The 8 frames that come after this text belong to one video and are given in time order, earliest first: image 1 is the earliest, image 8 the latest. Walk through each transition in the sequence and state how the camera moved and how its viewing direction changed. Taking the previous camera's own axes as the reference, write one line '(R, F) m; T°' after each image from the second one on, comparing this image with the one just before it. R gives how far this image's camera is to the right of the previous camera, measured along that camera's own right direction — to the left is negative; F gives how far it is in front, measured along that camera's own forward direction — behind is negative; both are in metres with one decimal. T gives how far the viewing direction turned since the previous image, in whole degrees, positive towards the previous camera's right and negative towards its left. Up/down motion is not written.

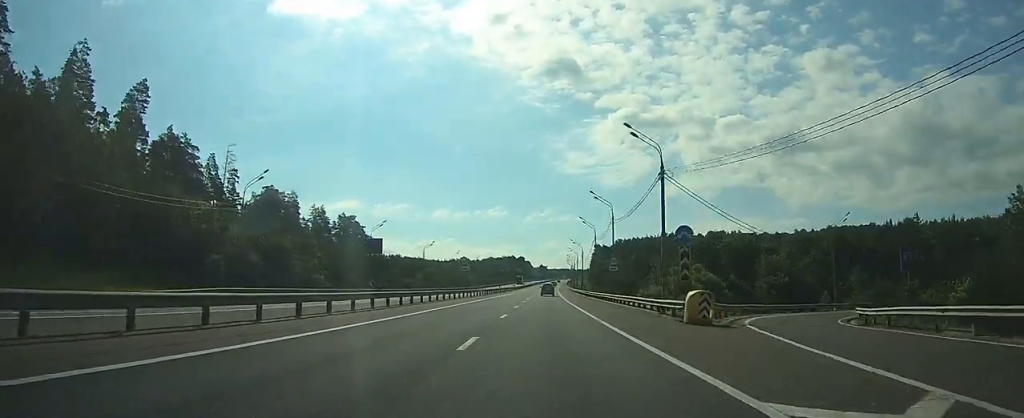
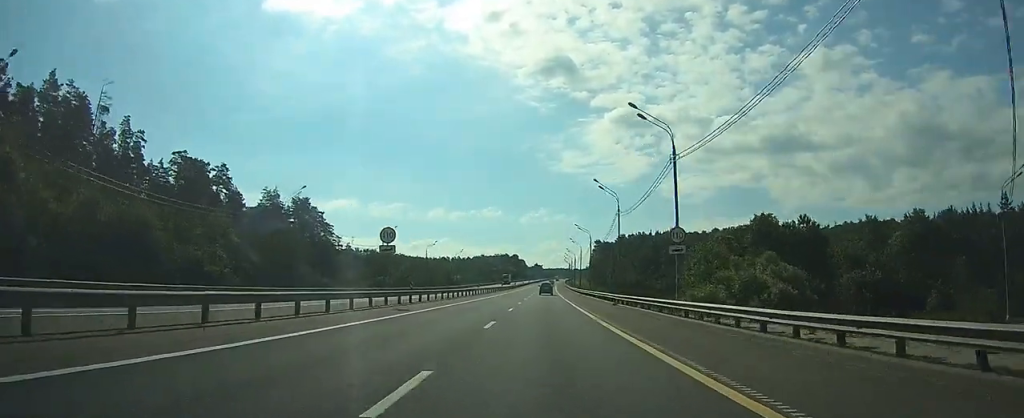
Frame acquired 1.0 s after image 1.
(+0.1, +29.5) m; 0°
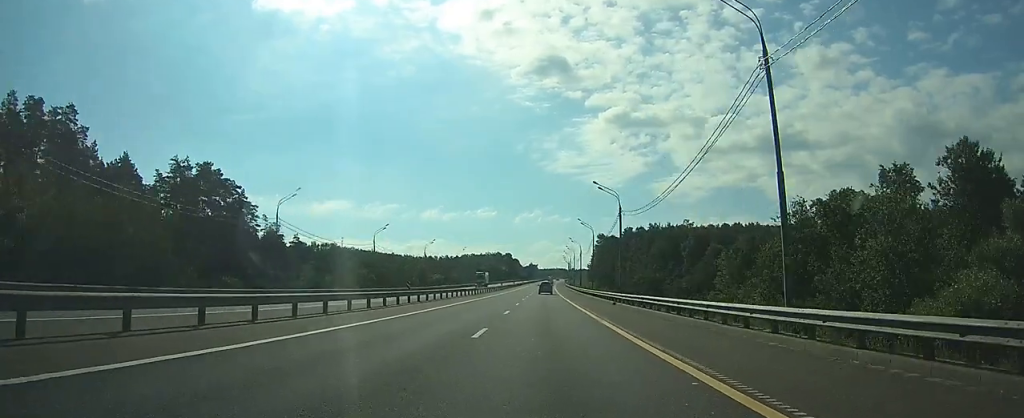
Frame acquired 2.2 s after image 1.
(+0.2, +38.6) m; +1°
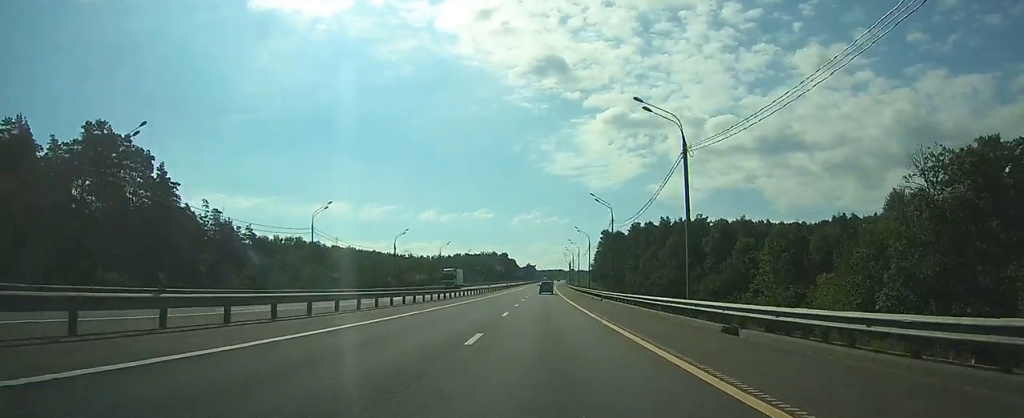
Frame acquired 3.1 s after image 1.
(+0.2, +25.4) m; +1°
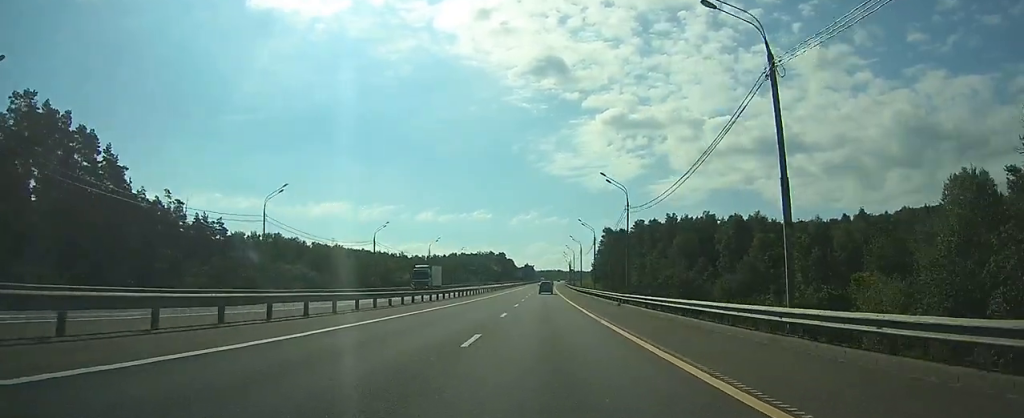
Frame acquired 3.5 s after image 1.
(0.0, +12.2) m; 0°
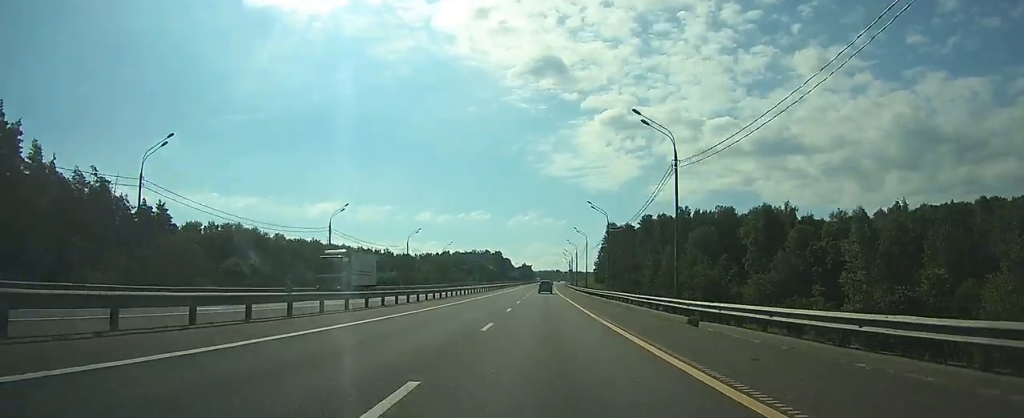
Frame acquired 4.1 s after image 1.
(0.0, +19.3) m; 0°
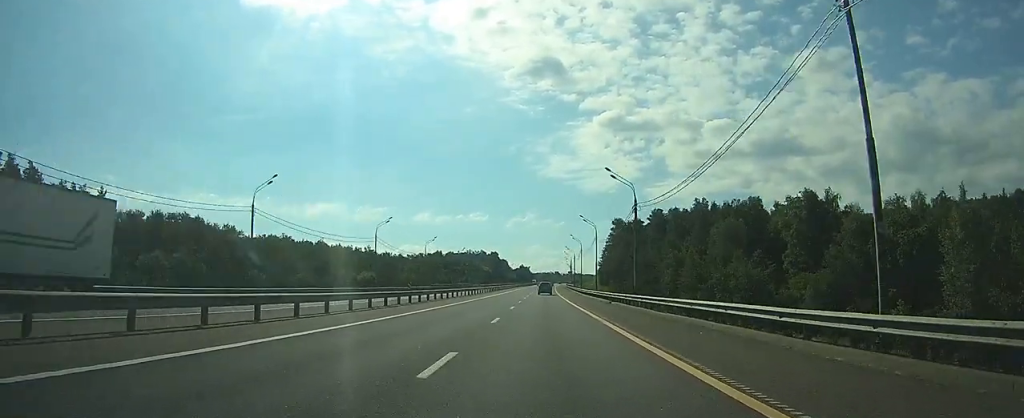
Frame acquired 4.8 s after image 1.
(+0.1, +20.3) m; 0°
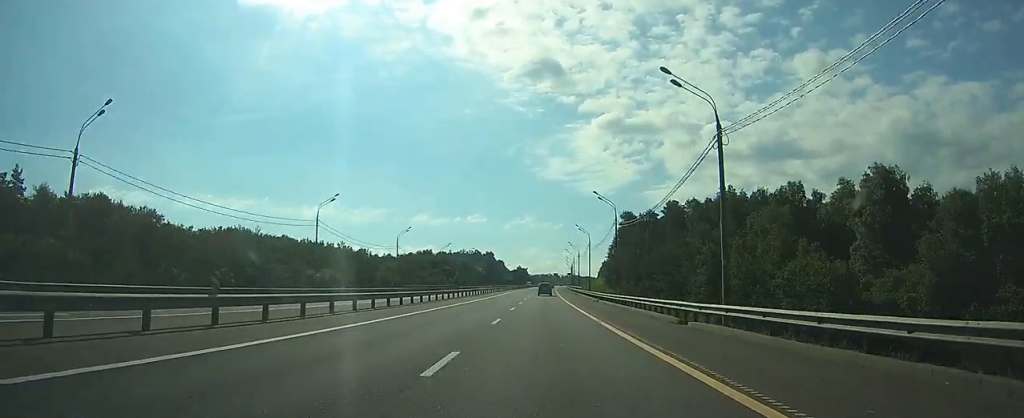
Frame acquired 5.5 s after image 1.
(0.0, +23.4) m; 0°
